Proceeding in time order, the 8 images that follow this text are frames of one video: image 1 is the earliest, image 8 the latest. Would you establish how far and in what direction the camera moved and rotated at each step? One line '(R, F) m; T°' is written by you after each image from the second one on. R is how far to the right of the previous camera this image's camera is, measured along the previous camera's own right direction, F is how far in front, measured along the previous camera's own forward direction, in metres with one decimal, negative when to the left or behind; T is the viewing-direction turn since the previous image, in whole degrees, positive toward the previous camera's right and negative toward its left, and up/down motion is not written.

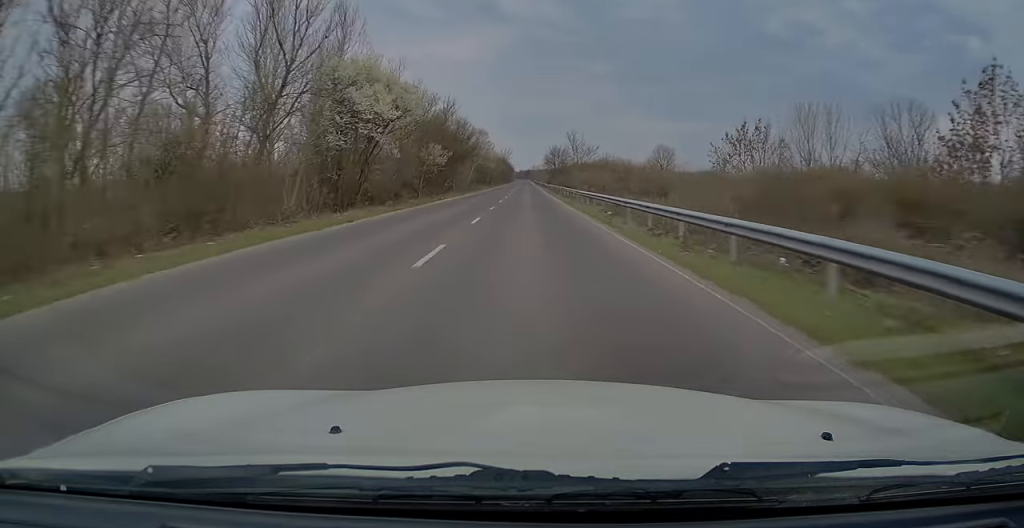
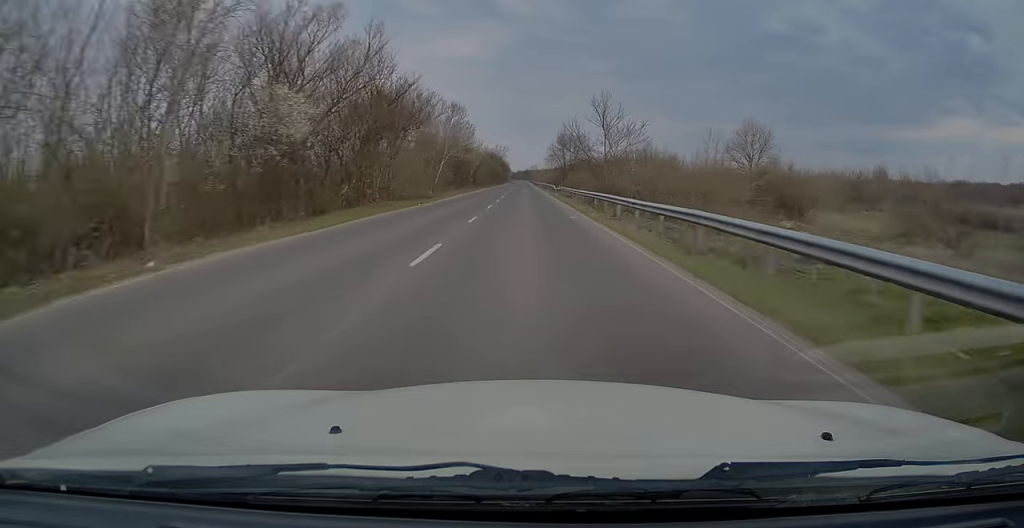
(+0.2, +36.2) m; 0°
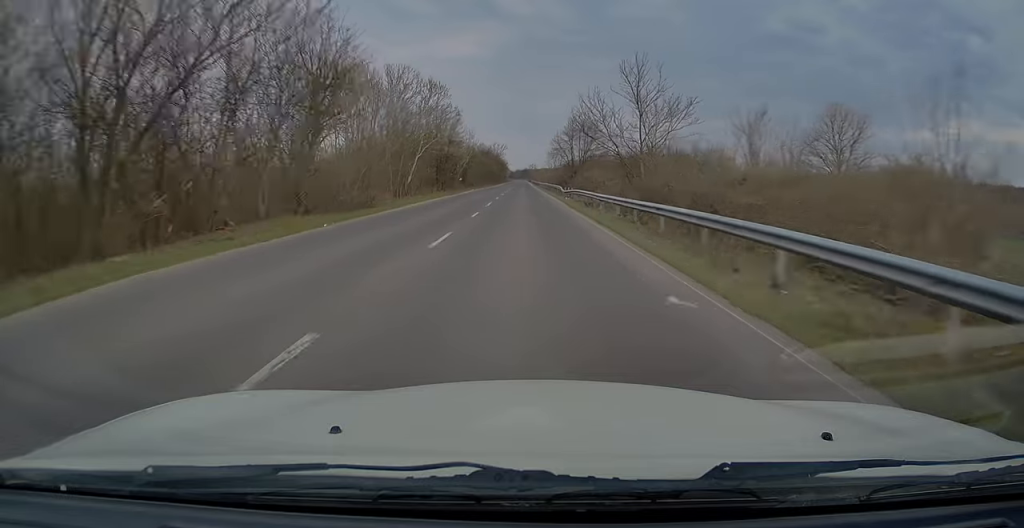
(+0.1, +15.9) m; 0°
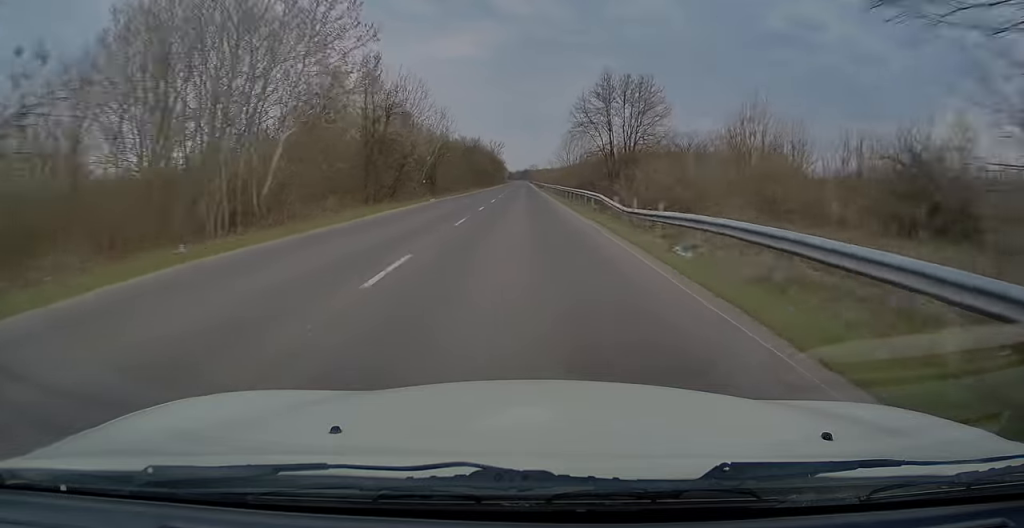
(-0.3, +30.7) m; 0°
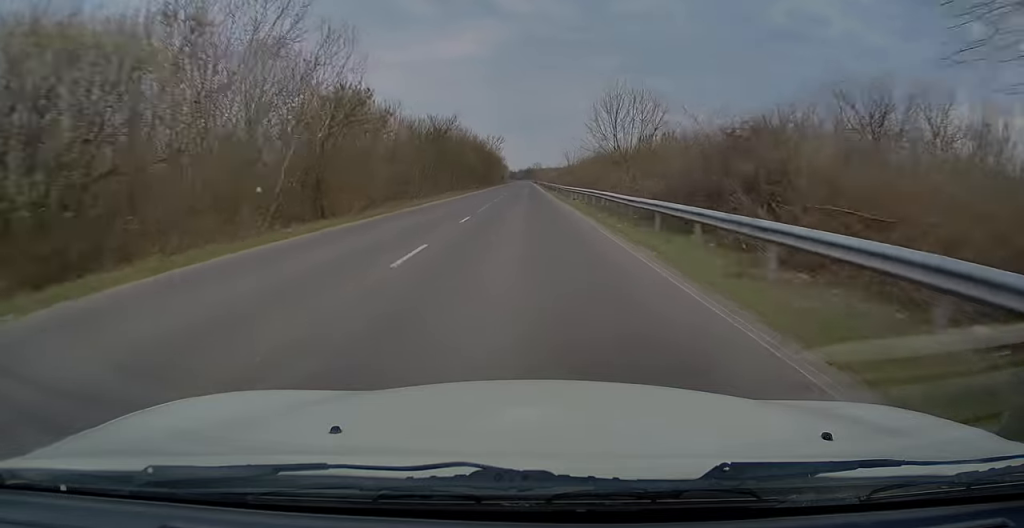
(0.0, +34.2) m; +1°
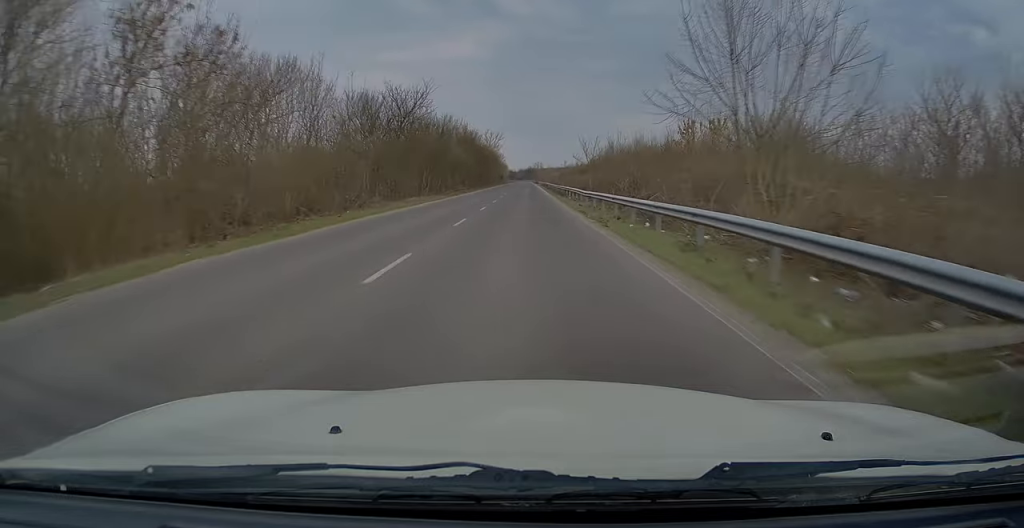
(+0.1, +19.3) m; 0°
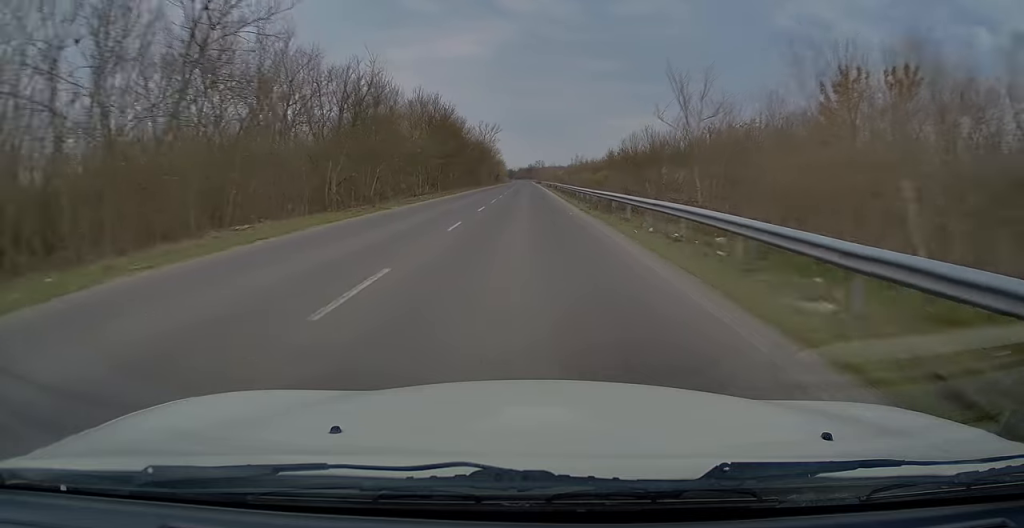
(0.0, +28.8) m; 0°
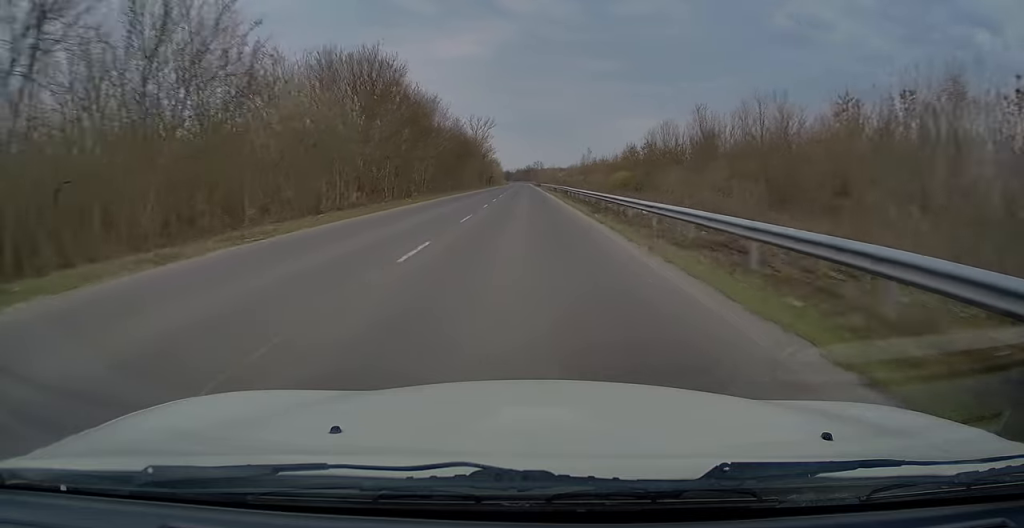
(-0.1, +23.5) m; 0°
